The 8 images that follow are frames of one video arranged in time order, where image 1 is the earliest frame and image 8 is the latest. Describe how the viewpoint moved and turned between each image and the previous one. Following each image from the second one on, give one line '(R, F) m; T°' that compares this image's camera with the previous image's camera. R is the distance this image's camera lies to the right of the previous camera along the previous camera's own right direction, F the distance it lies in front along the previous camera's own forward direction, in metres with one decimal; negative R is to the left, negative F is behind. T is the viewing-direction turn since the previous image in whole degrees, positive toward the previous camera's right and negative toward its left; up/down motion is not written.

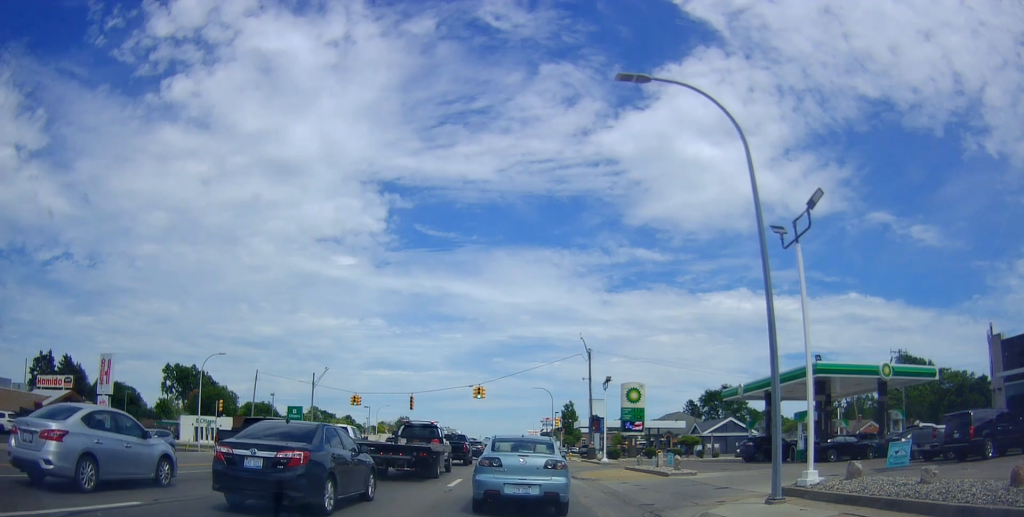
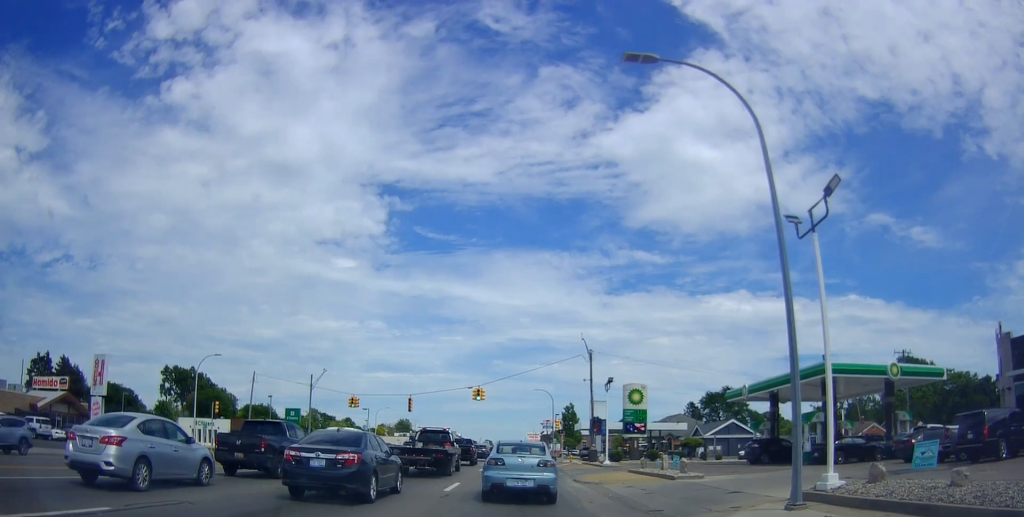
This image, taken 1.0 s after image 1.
(0.0, 0.0) m; 0°
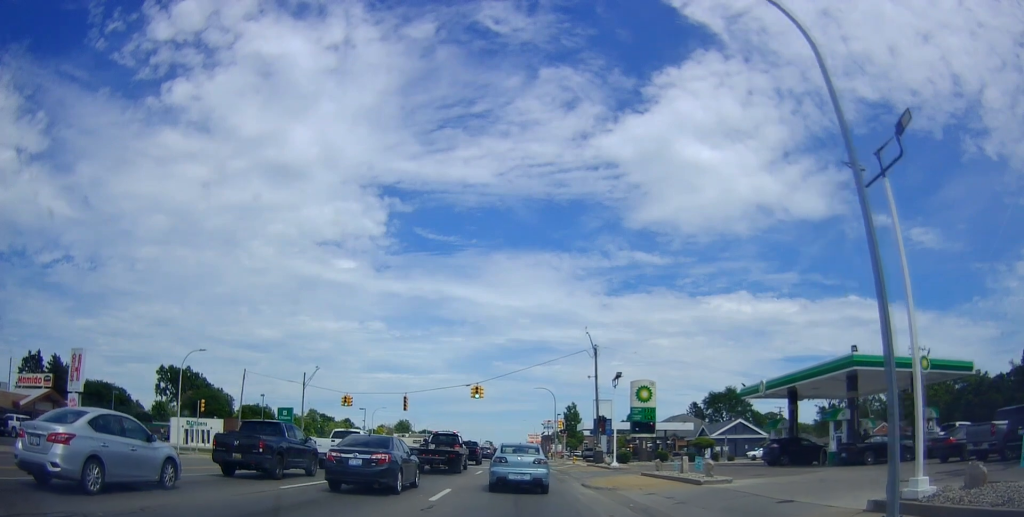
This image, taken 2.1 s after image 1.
(-0.4, +0.2) m; 0°
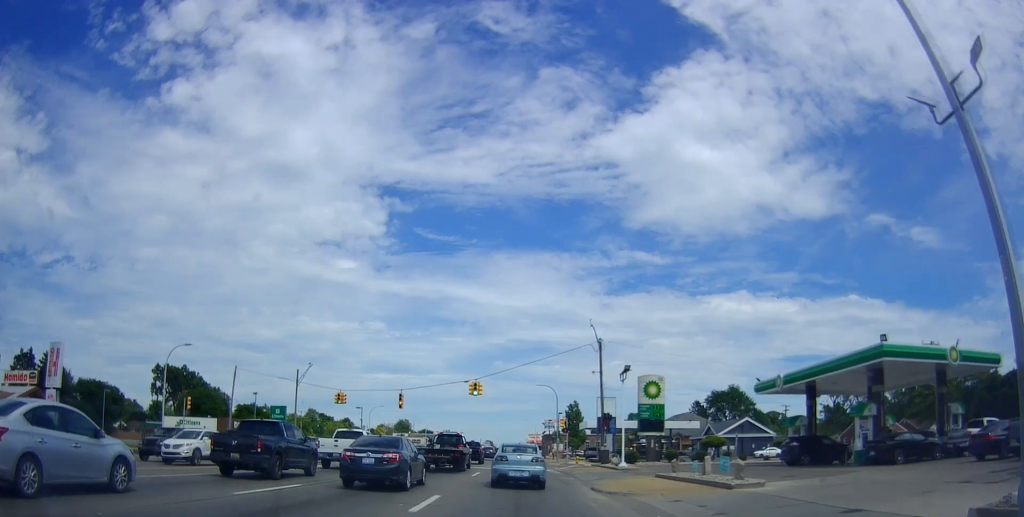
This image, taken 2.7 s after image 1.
(0.0, +0.9) m; 0°
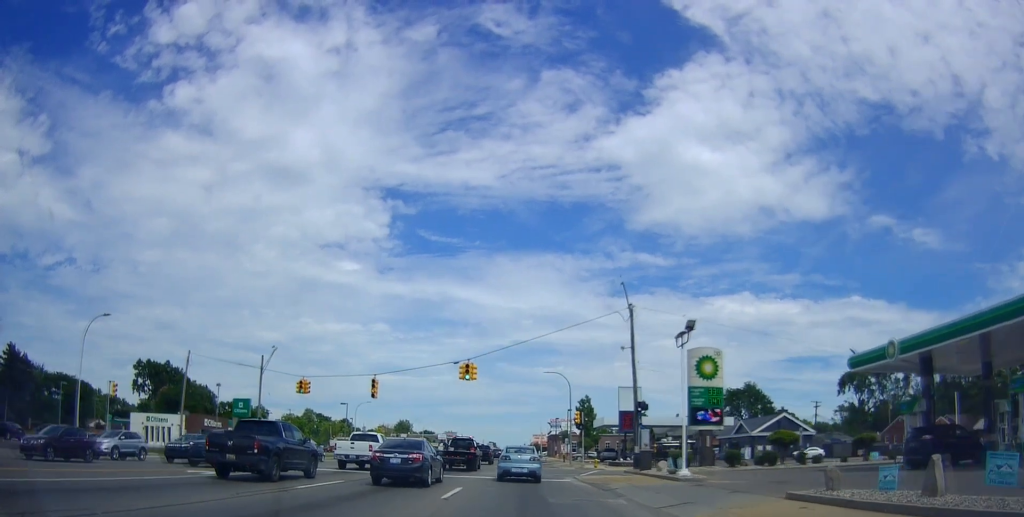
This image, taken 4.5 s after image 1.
(0.0, +7.4) m; -2°
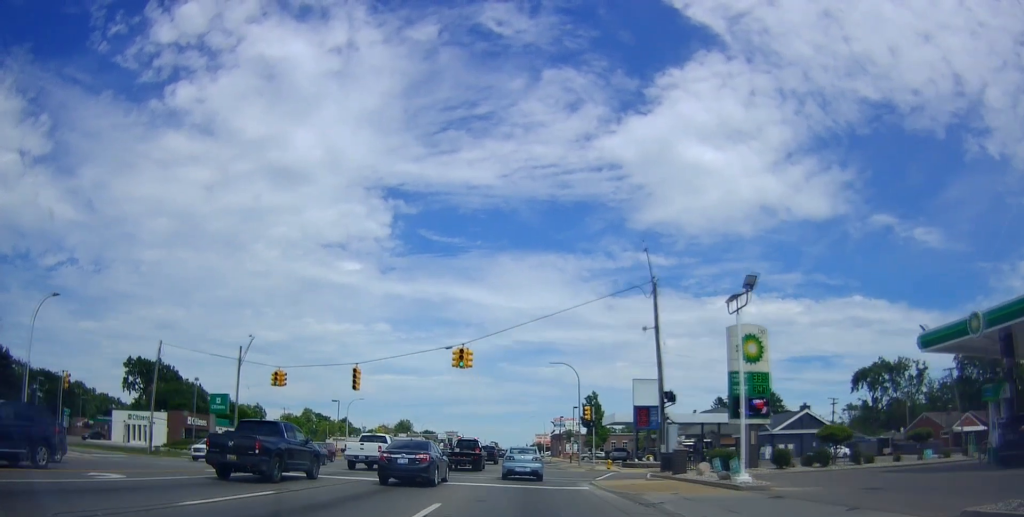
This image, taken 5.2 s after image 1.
(0.0, +5.0) m; -2°
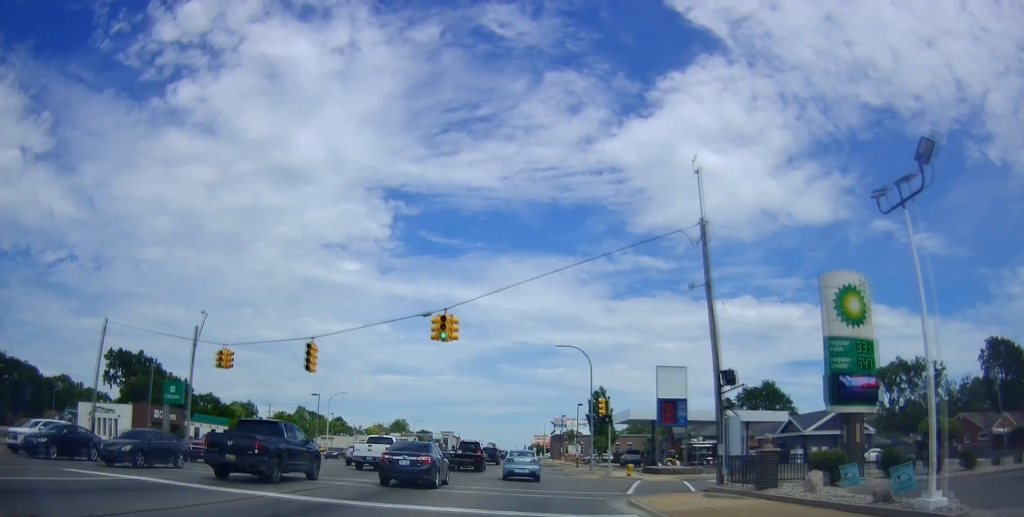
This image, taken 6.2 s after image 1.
(-0.3, +7.8) m; -2°
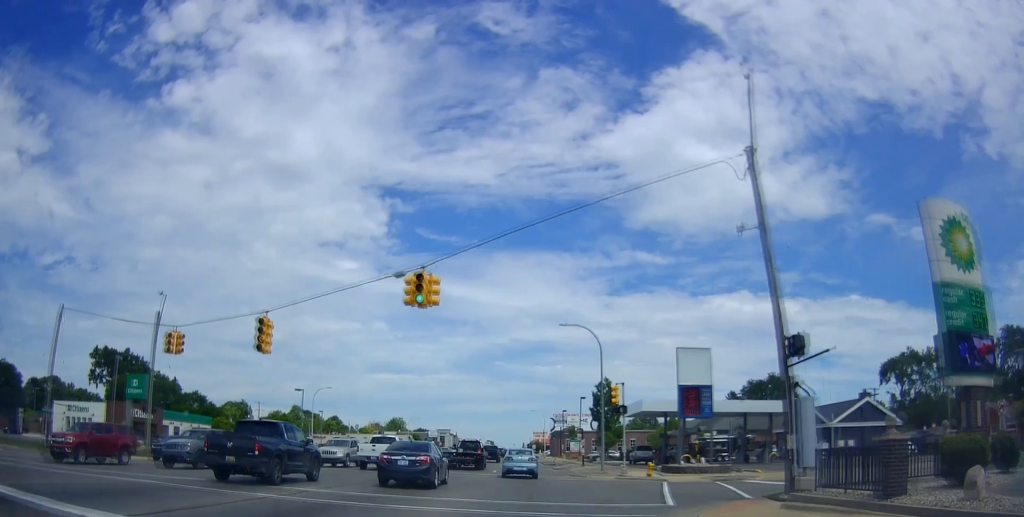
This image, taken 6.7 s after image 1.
(0.0, +5.4) m; 0°
